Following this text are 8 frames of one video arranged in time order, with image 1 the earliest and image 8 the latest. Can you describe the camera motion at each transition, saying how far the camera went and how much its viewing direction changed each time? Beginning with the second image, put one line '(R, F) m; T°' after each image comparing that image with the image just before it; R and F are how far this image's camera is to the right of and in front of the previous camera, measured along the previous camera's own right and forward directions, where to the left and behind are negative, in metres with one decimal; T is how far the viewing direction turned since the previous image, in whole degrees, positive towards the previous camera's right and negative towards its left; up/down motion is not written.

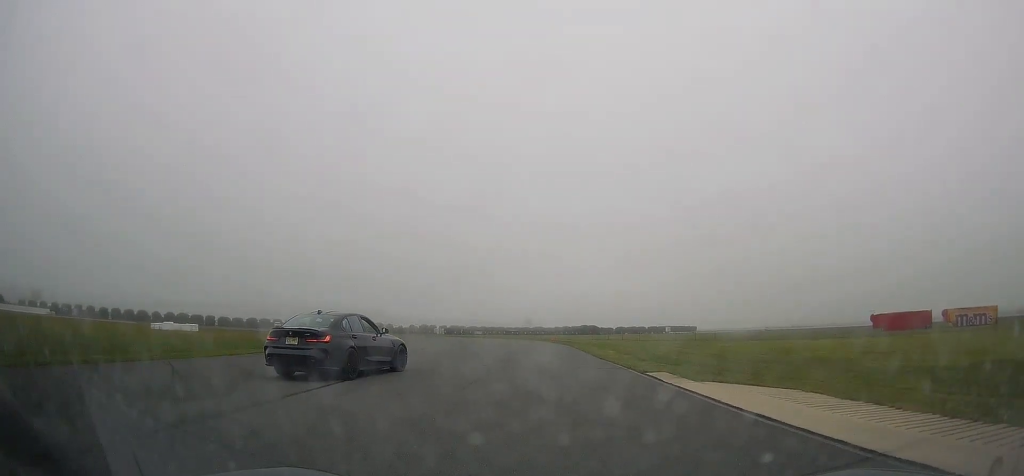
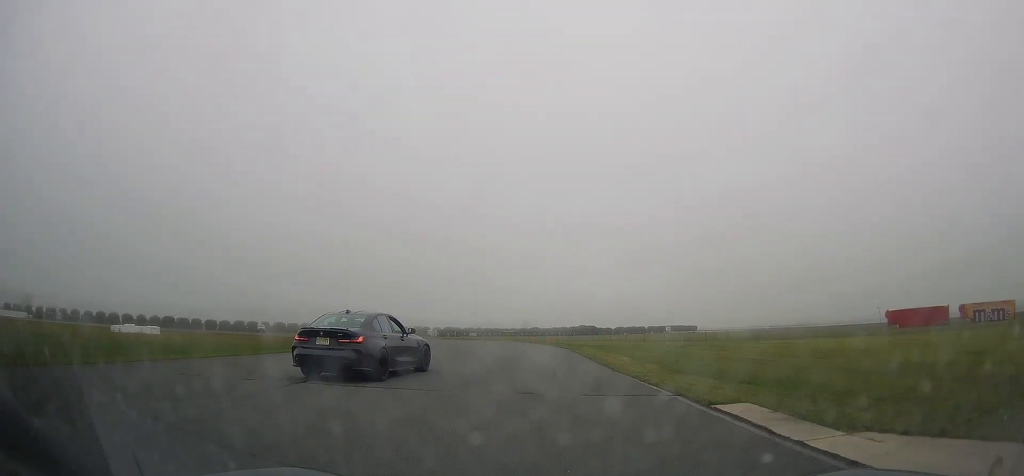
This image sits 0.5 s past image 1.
(0.0, +7.5) m; 0°
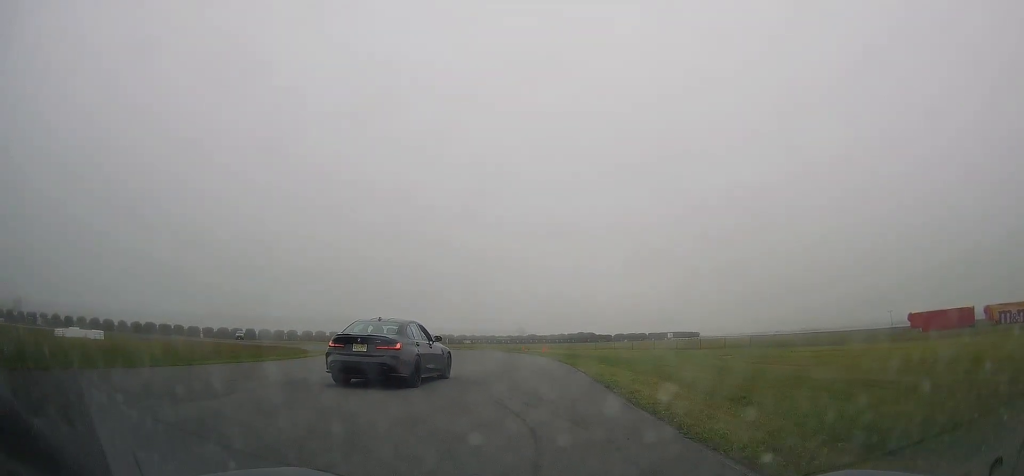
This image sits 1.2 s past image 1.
(0.0, +9.8) m; 0°
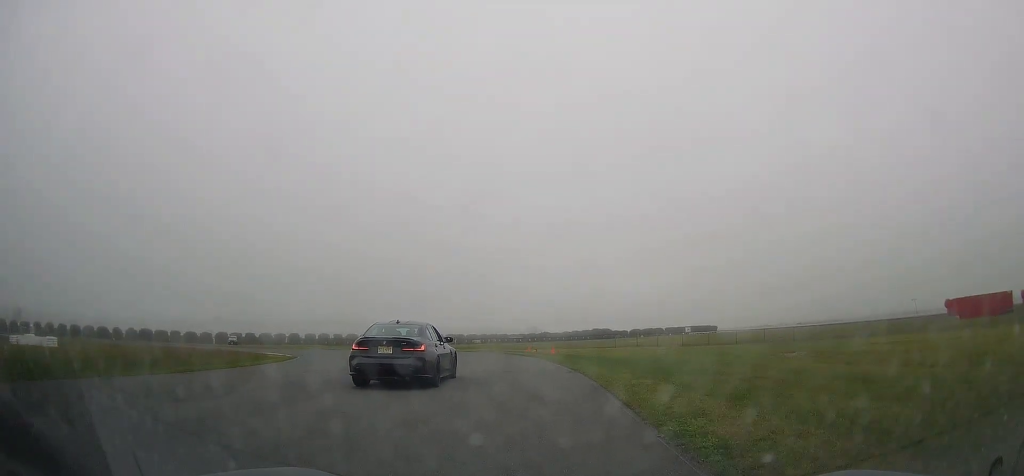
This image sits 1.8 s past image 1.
(0.0, +9.1) m; -1°
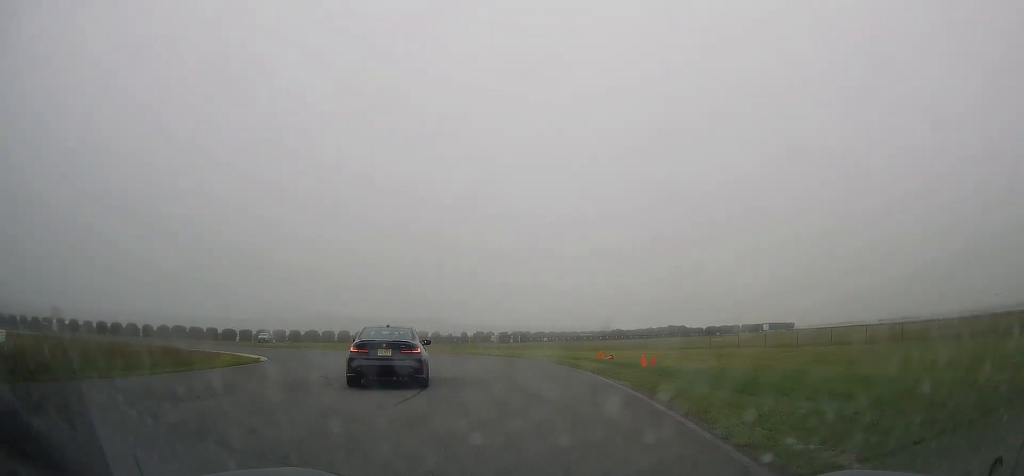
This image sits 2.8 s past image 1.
(-0.1, +14.6) m; -7°
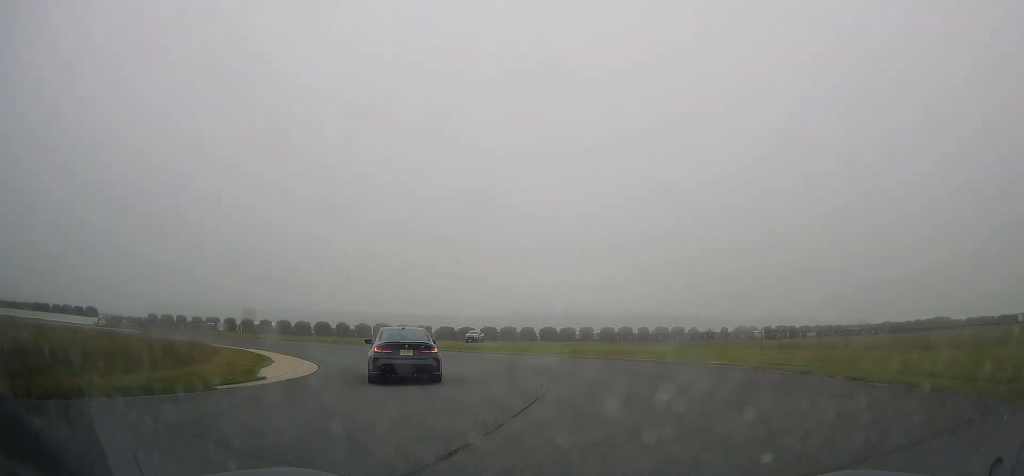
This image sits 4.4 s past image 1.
(-4.3, +21.7) m; -24°
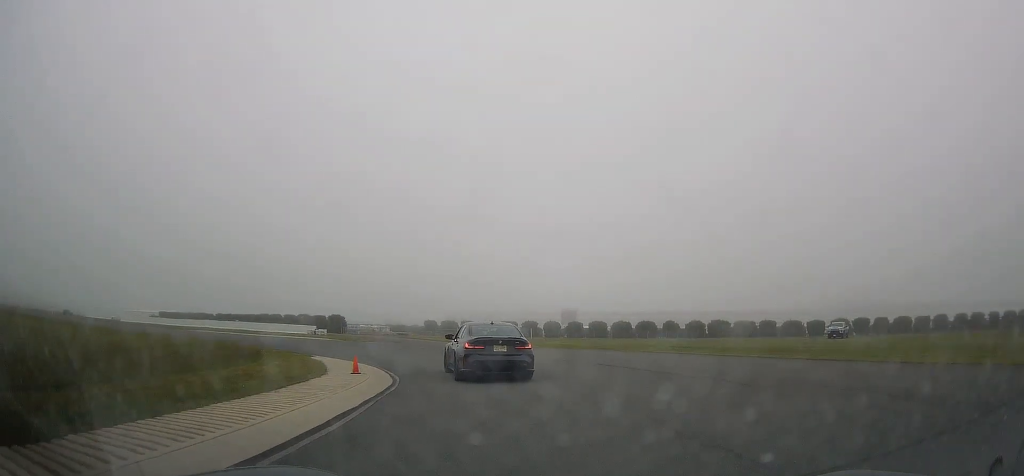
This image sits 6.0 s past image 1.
(-5.1, +21.9) m; -34°
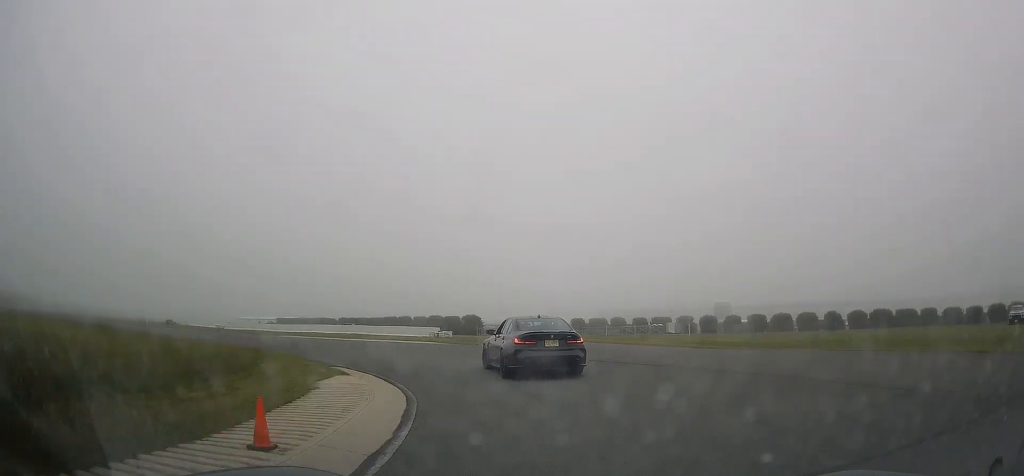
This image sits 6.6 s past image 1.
(-2.3, +10.0) m; -17°
